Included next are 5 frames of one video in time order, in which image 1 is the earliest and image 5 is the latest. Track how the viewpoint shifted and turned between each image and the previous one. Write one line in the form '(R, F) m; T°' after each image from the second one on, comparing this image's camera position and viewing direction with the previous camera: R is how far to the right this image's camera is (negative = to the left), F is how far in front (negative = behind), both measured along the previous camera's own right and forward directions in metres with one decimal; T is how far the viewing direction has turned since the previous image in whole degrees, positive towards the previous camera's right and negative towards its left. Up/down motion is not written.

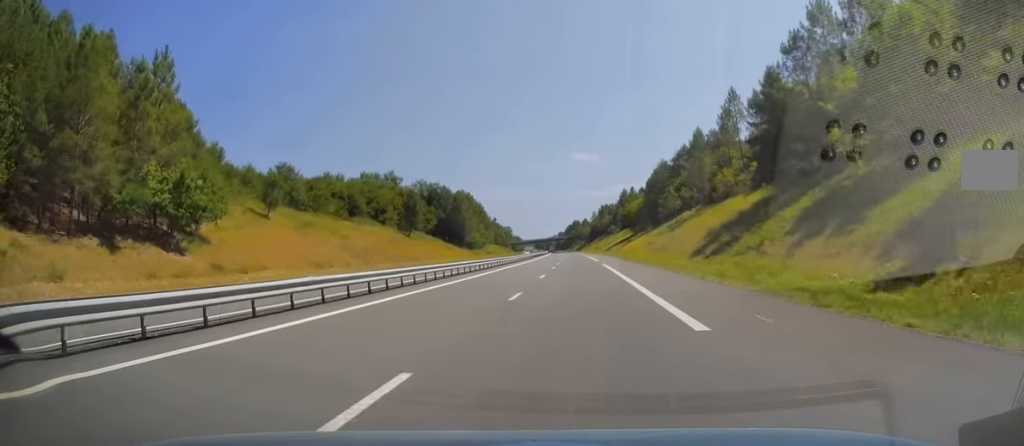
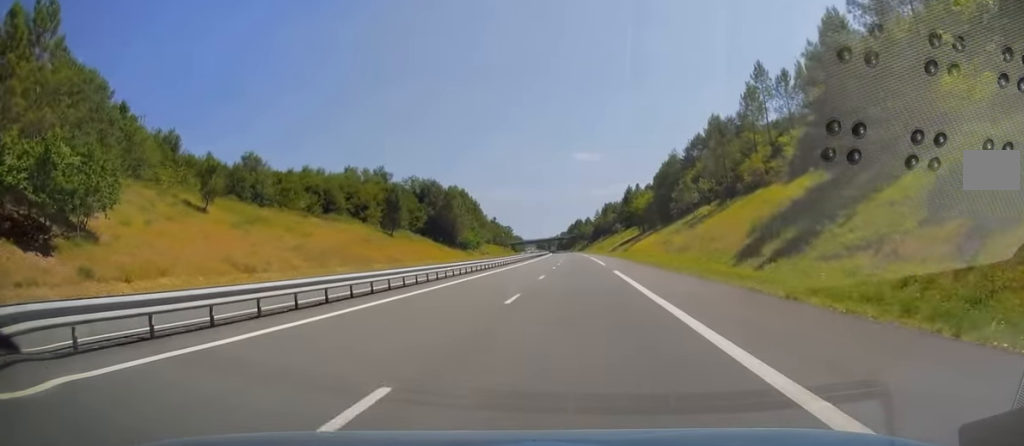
(-0.2, +13.7) m; 0°
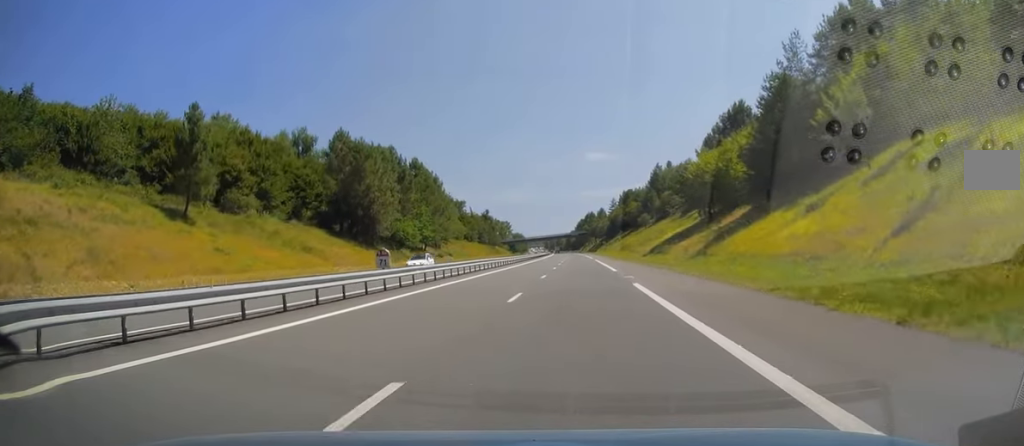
(-0.2, +64.8) m; -1°
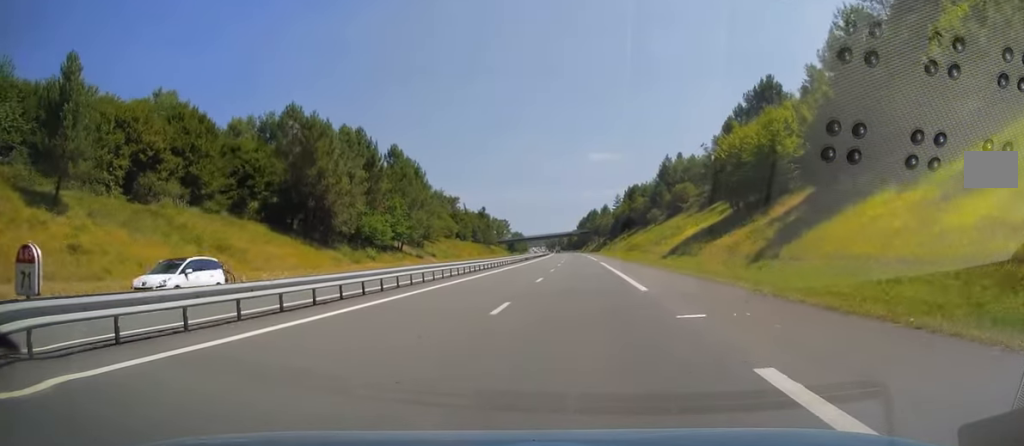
(0.0, +16.2) m; 0°
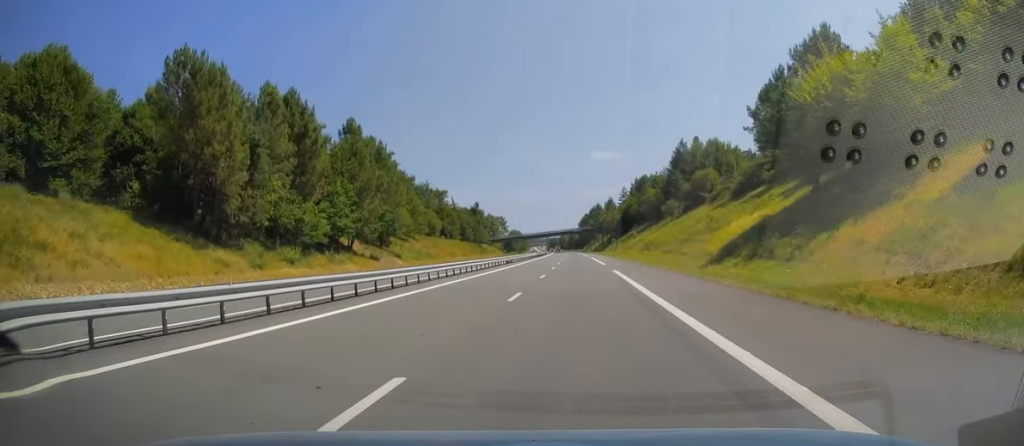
(0.0, +22.6) m; 0°
